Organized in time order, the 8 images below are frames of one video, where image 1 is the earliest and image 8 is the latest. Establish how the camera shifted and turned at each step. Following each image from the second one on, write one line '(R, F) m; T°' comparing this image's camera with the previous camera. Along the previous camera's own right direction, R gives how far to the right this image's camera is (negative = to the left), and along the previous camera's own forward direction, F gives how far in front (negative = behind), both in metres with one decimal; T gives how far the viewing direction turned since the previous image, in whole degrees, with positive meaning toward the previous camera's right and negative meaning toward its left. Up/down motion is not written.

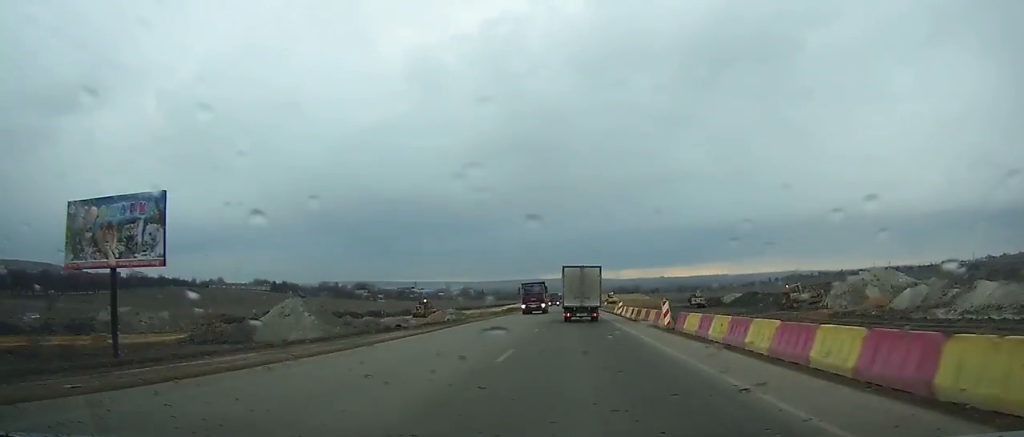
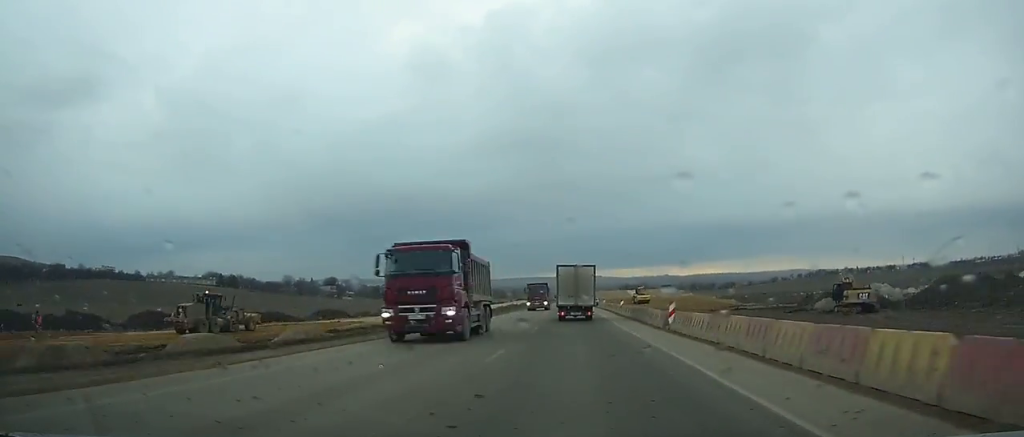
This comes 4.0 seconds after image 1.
(-0.3, +74.2) m; 0°
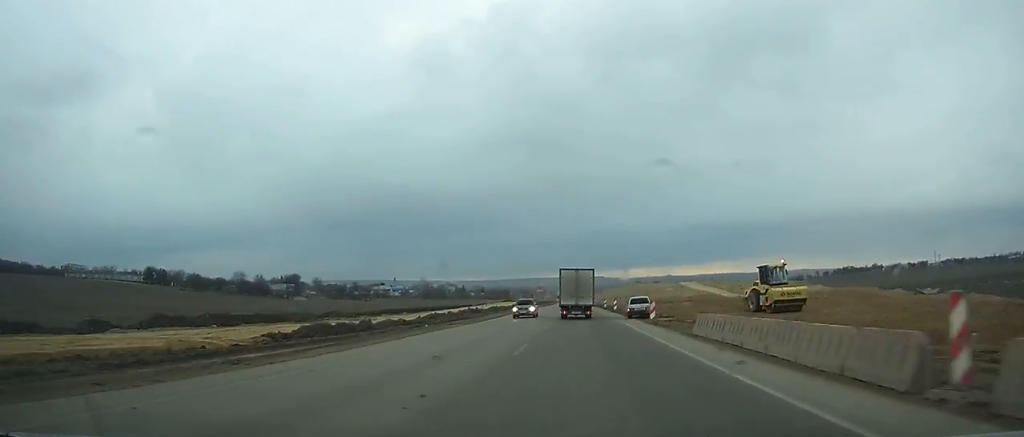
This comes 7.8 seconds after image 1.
(+0.2, +71.3) m; 0°
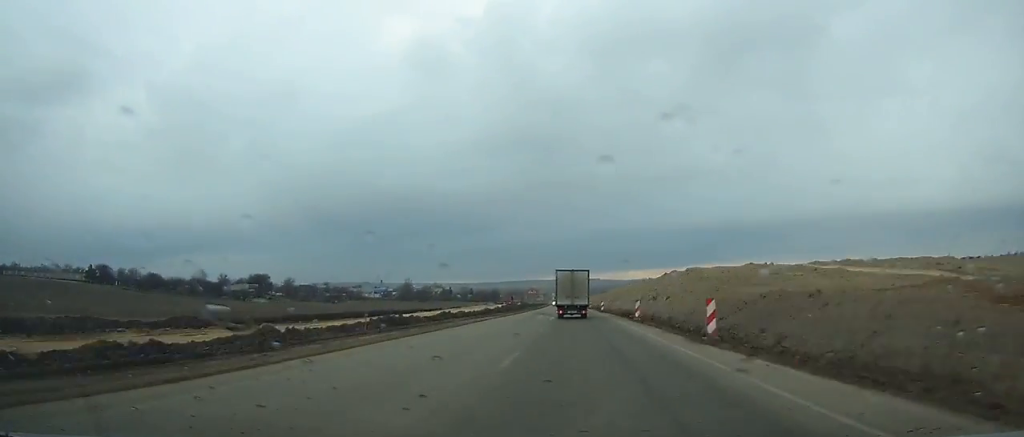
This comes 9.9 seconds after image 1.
(+0.1, +39.6) m; 0°
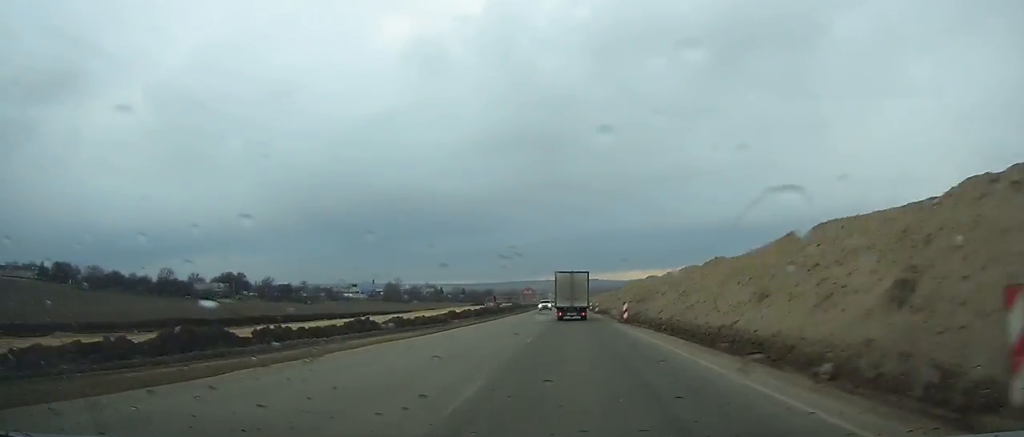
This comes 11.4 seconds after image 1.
(-0.1, +28.2) m; 0°
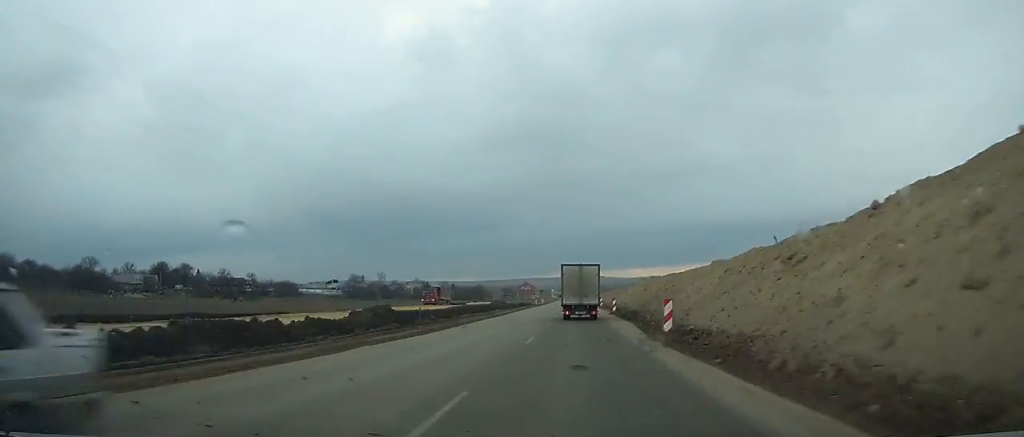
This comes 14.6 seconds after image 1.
(-0.3, +58.7) m; 0°
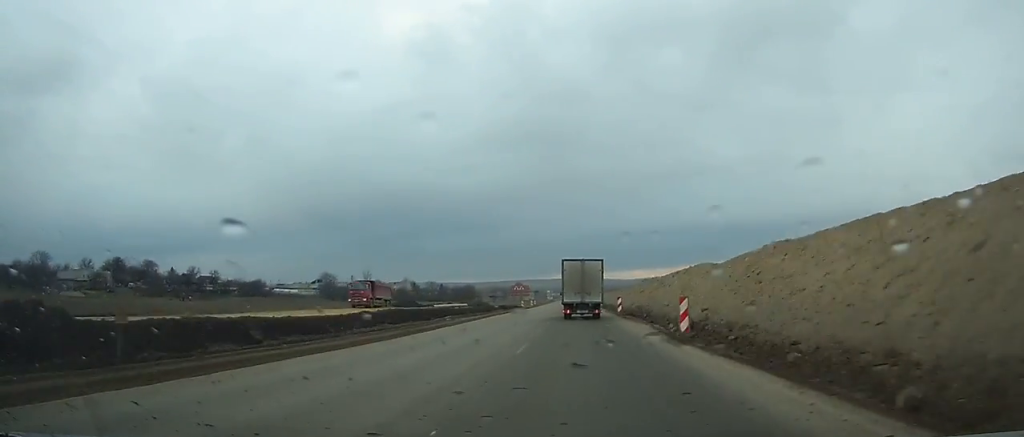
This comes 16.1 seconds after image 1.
(-0.1, +26.8) m; 0°
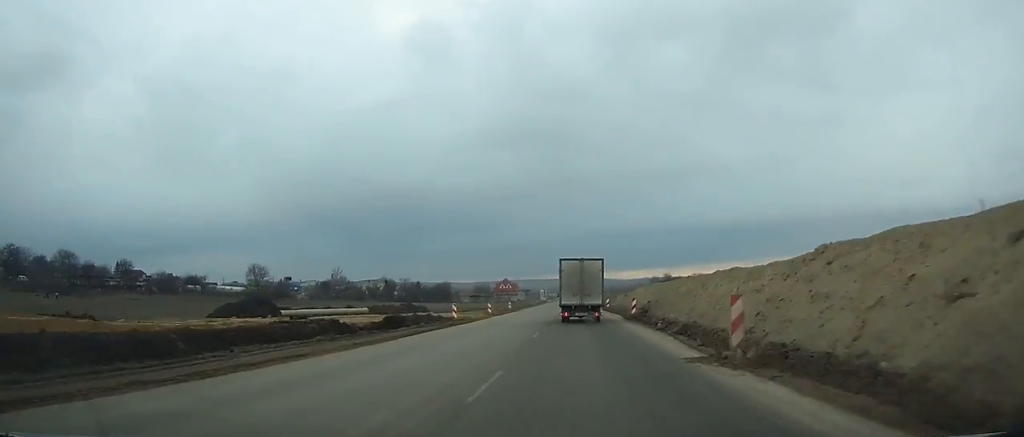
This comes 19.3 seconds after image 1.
(+0.2, +51.8) m; +1°
